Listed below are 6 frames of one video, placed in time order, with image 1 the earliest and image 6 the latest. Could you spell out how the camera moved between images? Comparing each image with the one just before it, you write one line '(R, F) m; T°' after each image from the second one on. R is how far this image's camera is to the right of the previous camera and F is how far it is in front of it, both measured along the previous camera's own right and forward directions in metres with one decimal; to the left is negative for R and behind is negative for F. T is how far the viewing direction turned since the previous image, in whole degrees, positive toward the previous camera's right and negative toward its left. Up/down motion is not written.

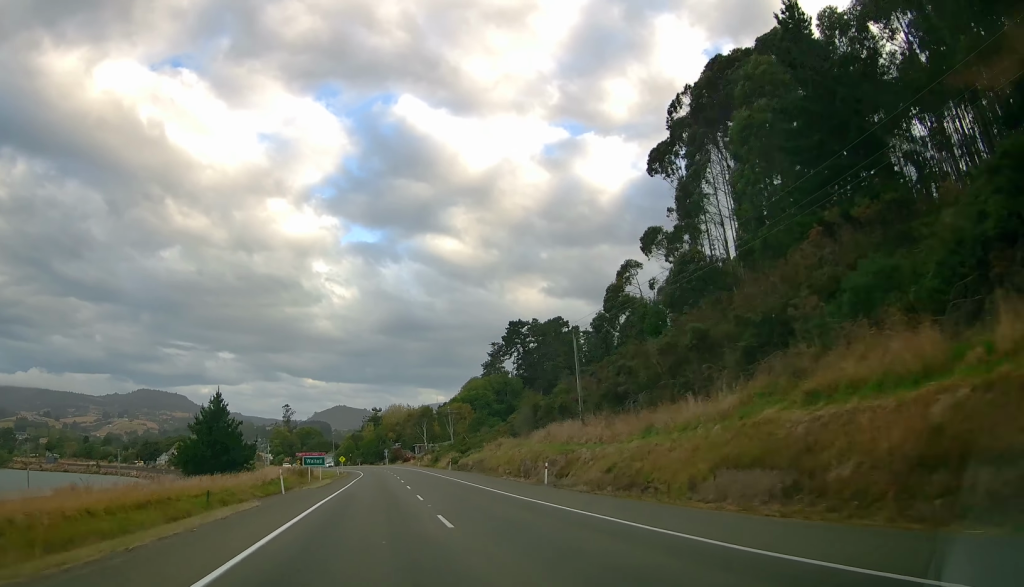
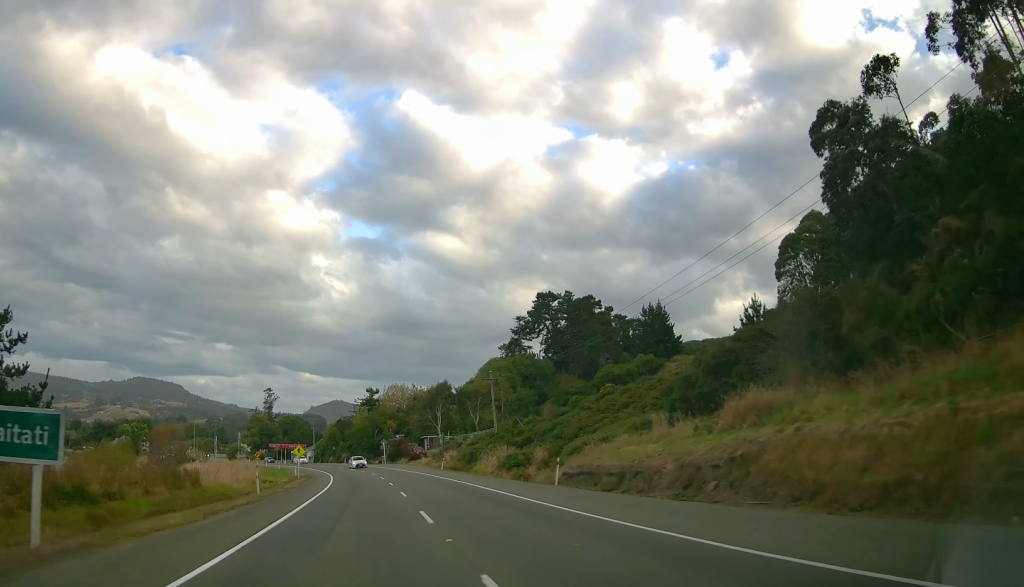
(0.0, +48.5) m; -2°
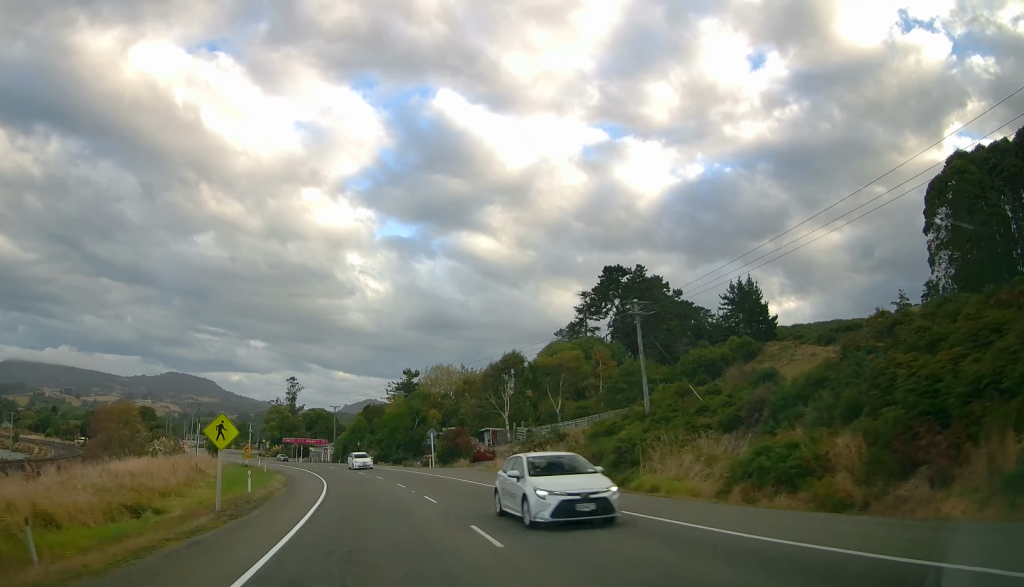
(-0.8, +33.9) m; -4°
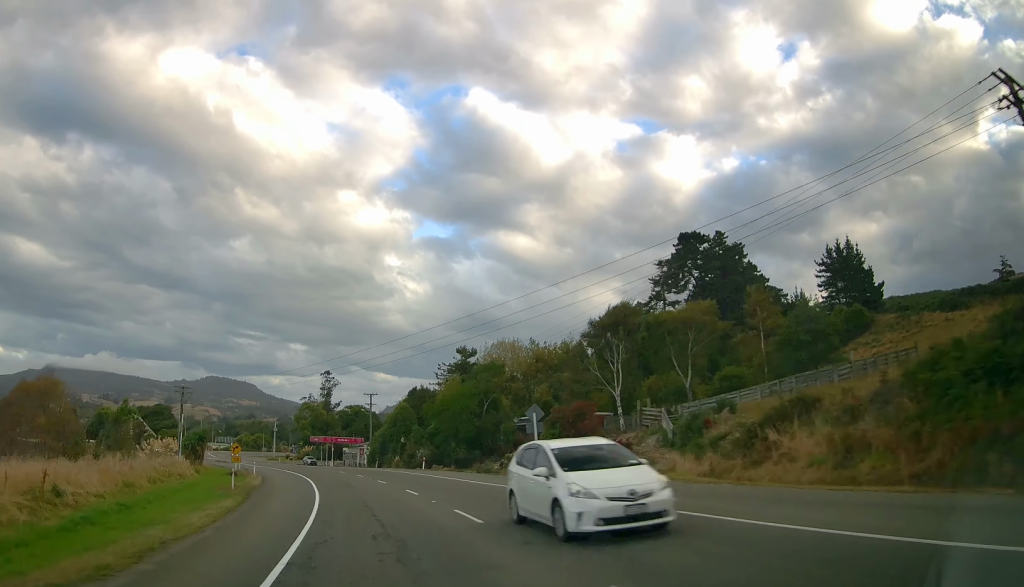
(-1.2, +26.3) m; -3°
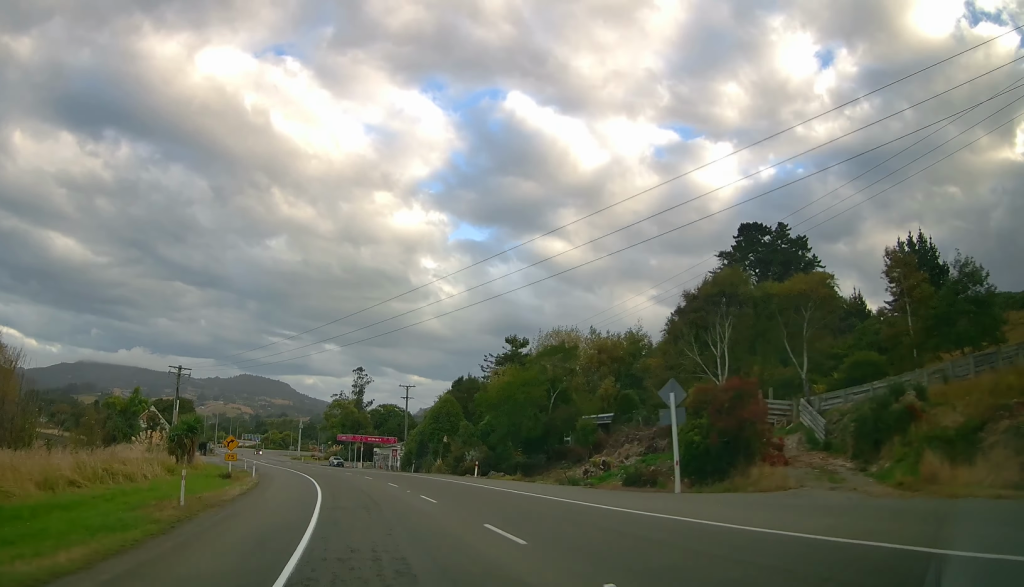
(+0.1, +12.7) m; -2°
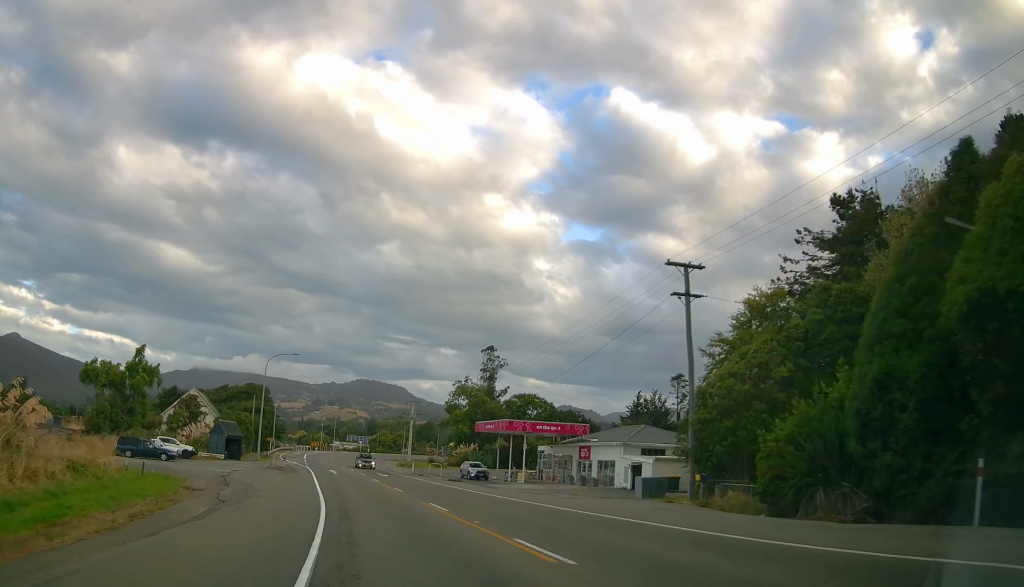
(-3.0, +51.4) m; -9°
